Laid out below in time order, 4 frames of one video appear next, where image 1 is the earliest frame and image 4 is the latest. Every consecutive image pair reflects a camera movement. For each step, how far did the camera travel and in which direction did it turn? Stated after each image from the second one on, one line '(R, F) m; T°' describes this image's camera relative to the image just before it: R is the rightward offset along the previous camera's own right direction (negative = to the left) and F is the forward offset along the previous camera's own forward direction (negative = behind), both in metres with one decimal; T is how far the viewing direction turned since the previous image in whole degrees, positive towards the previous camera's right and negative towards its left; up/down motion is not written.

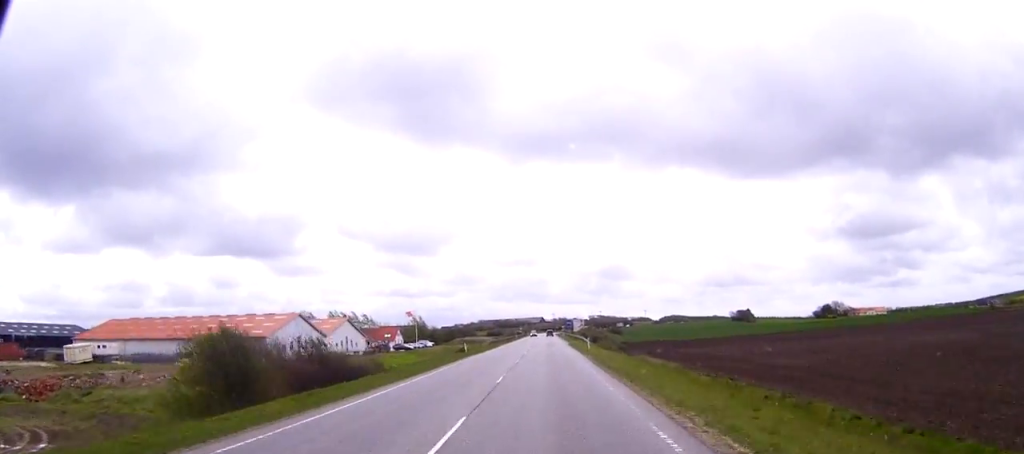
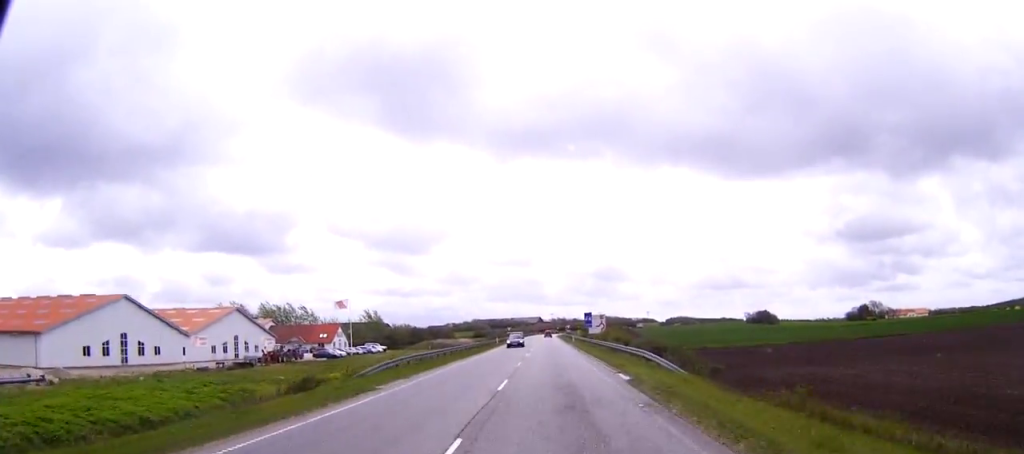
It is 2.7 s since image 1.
(-0.1, +63.0) m; 0°
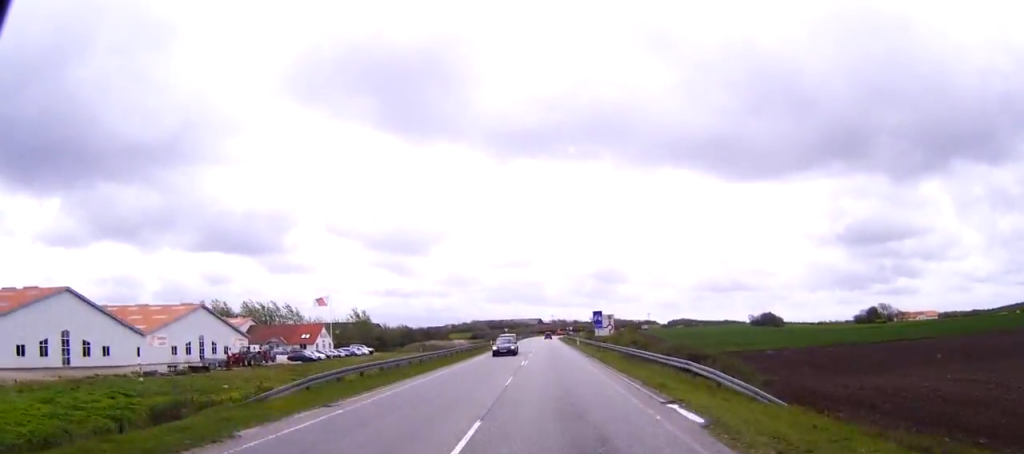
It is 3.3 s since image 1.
(+0.1, +12.1) m; 0°
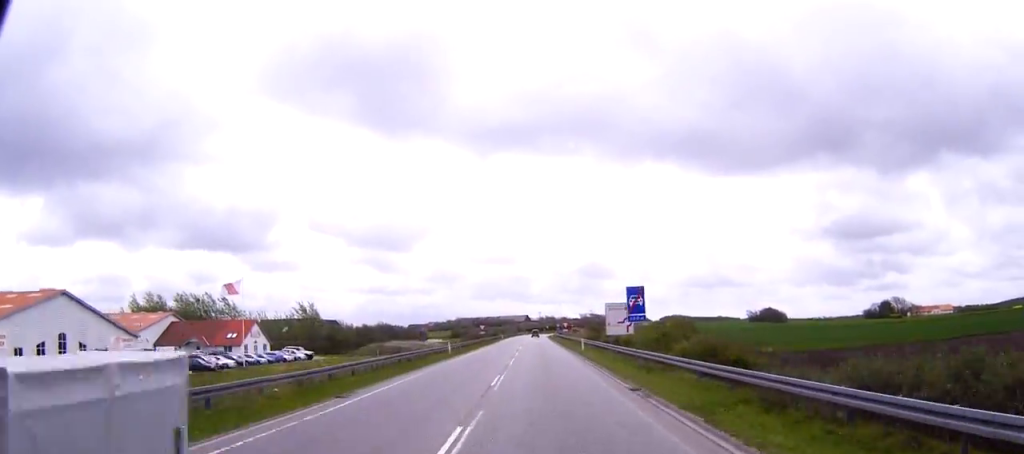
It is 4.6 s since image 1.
(+0.1, +31.0) m; 0°
